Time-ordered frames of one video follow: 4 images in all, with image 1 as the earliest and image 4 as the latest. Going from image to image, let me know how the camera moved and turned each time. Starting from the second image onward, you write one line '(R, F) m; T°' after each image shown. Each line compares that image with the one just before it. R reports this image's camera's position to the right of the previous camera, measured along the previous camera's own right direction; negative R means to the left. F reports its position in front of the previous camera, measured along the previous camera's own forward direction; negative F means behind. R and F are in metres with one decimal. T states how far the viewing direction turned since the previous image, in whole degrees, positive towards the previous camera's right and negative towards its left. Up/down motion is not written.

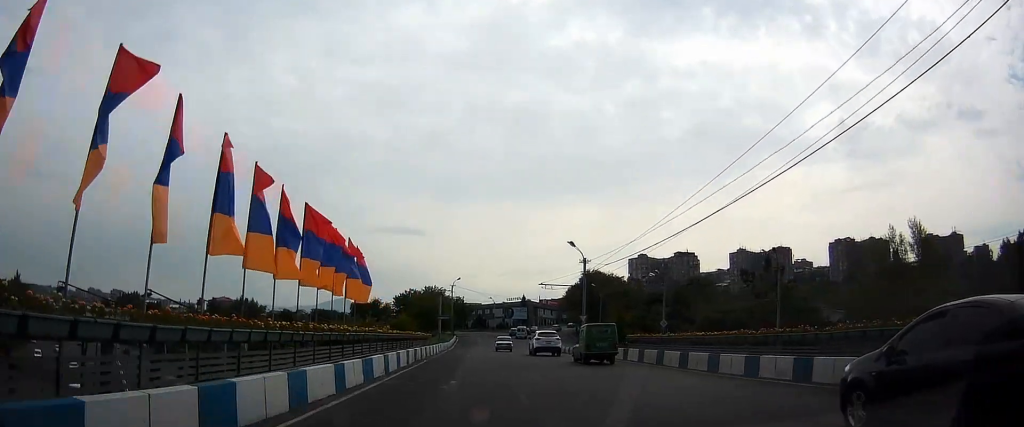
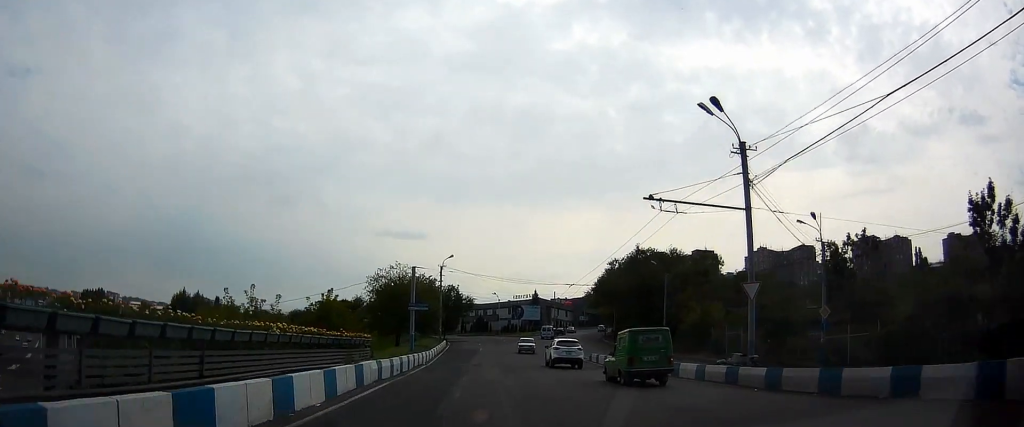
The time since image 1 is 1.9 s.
(-0.1, +33.6) m; 0°
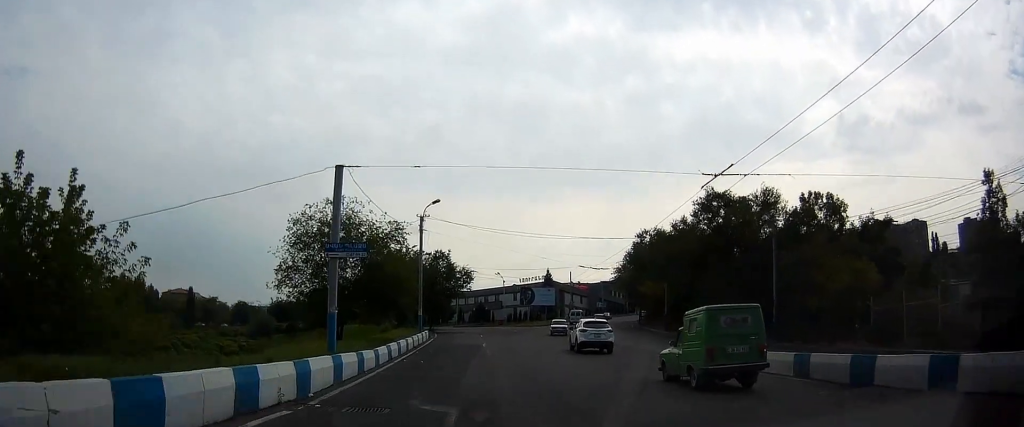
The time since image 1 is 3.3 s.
(+0.1, +25.0) m; 0°
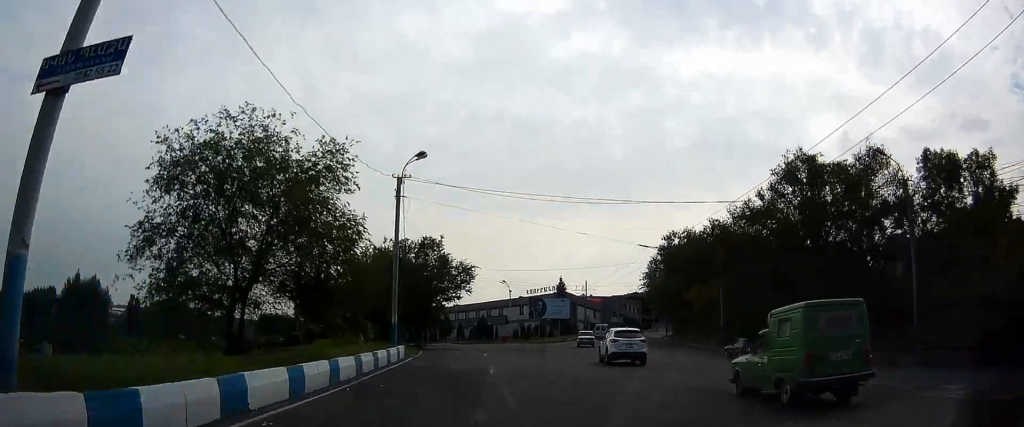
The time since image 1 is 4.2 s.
(0.0, +15.5) m; 0°
